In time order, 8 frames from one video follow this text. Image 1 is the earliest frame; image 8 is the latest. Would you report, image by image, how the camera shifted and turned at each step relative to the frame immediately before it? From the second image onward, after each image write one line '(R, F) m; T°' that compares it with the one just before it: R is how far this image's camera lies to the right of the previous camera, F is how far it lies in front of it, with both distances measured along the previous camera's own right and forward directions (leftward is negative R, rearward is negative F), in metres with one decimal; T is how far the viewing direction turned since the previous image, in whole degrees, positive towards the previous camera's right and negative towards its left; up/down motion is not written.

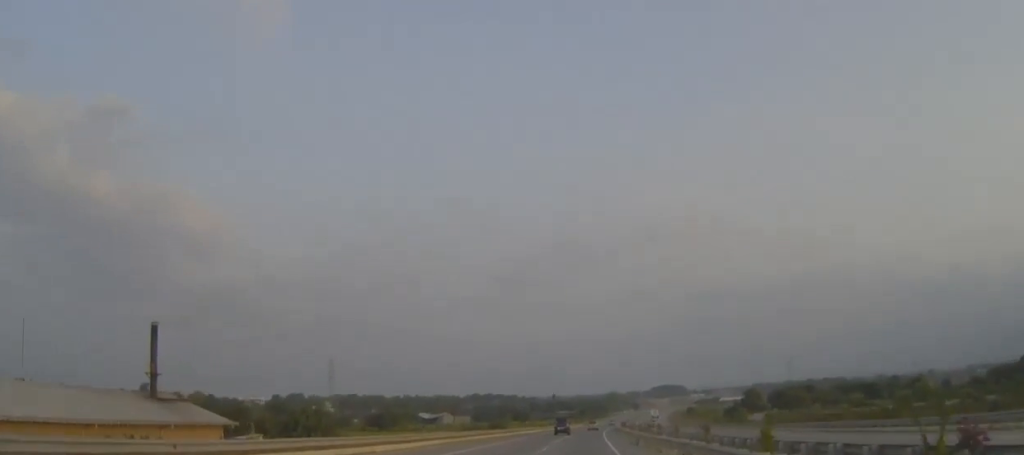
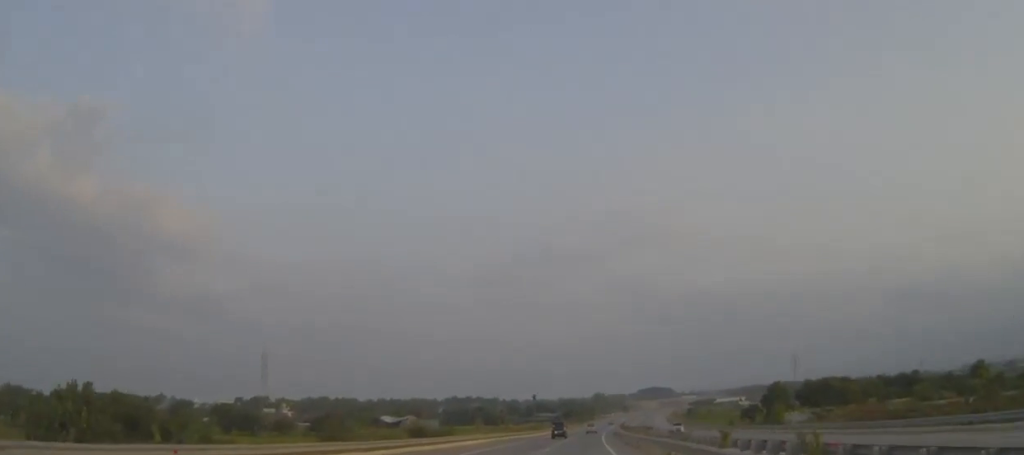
(+0.5, +48.7) m; +1°
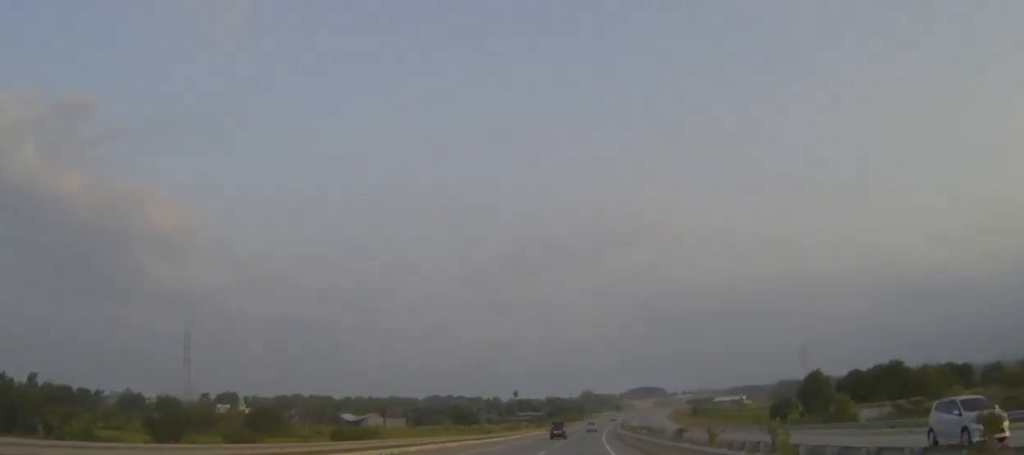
(+0.5, +43.6) m; +1°
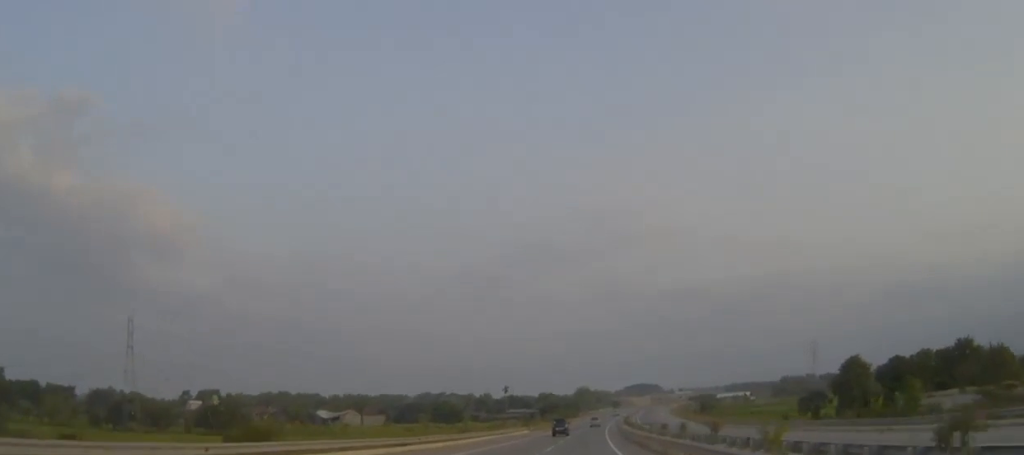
(+0.1, +25.8) m; 0°
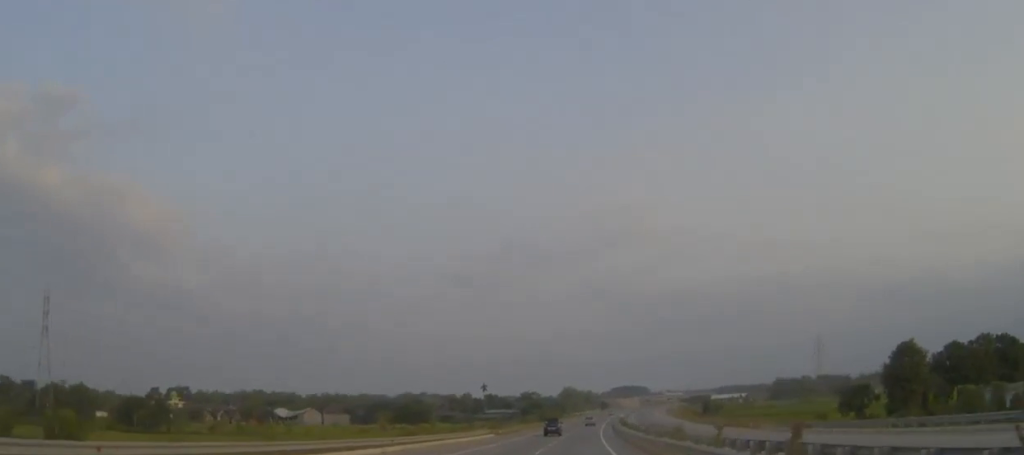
(+0.1, +28.8) m; +1°
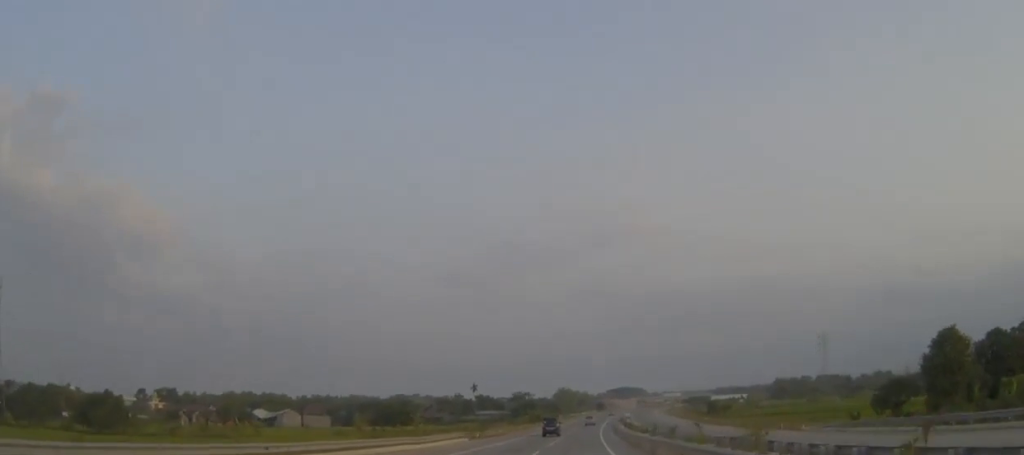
(0.0, +15.0) m; 0°
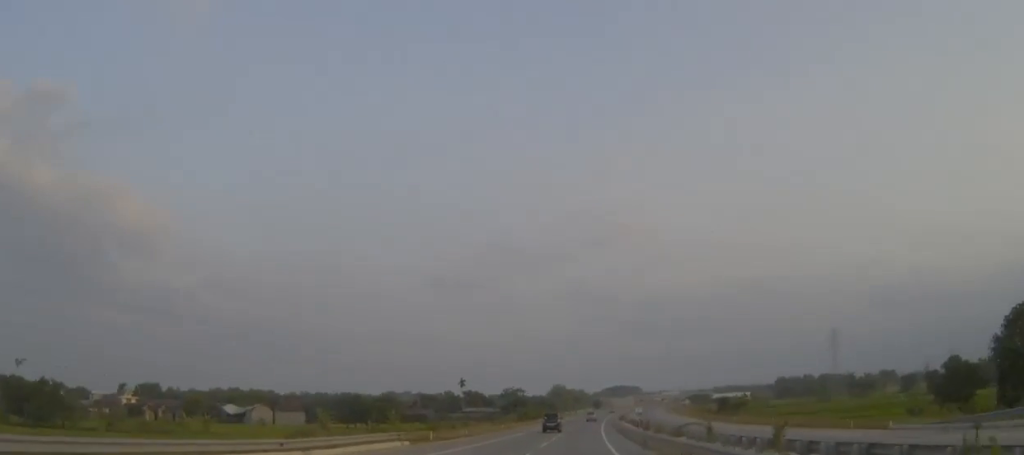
(0.0, +19.9) m; 0°
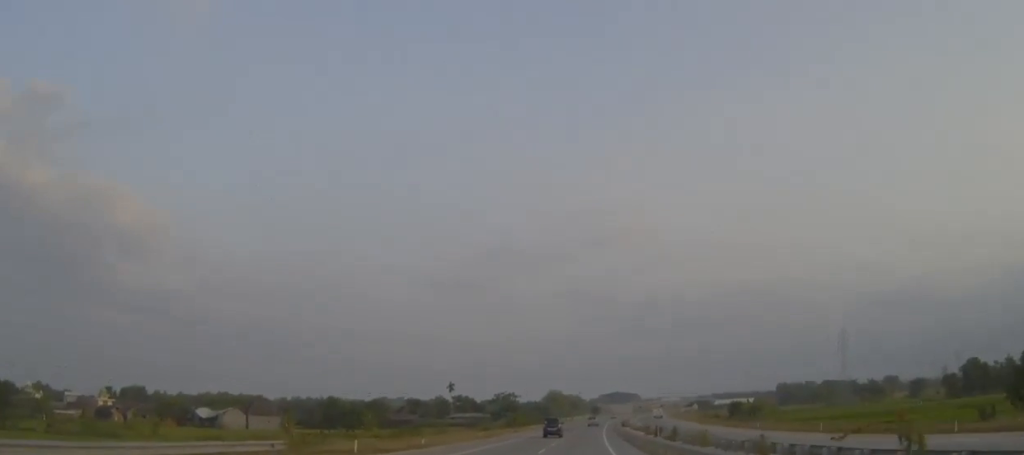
(+0.1, +16.2) m; 0°
